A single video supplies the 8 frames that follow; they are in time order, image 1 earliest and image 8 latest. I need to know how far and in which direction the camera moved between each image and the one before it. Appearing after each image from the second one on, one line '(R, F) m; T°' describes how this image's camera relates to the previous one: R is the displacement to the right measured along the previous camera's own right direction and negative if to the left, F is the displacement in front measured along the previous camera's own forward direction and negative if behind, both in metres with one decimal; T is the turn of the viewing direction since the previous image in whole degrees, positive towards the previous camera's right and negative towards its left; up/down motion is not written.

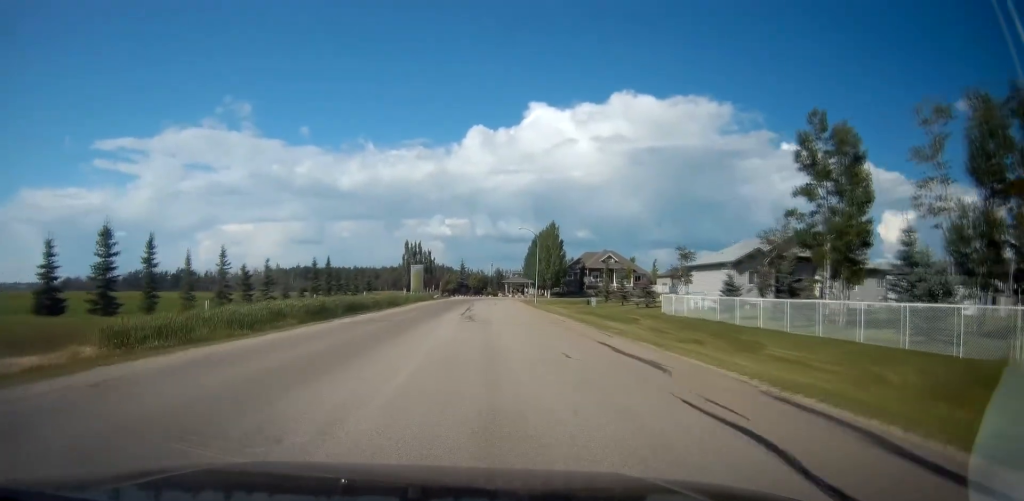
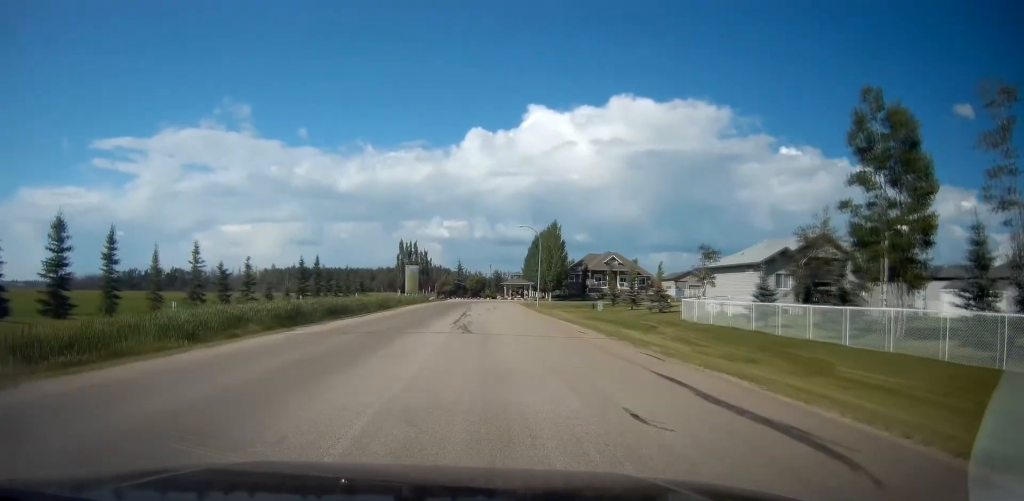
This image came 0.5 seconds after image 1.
(0.0, +5.1) m; 0°
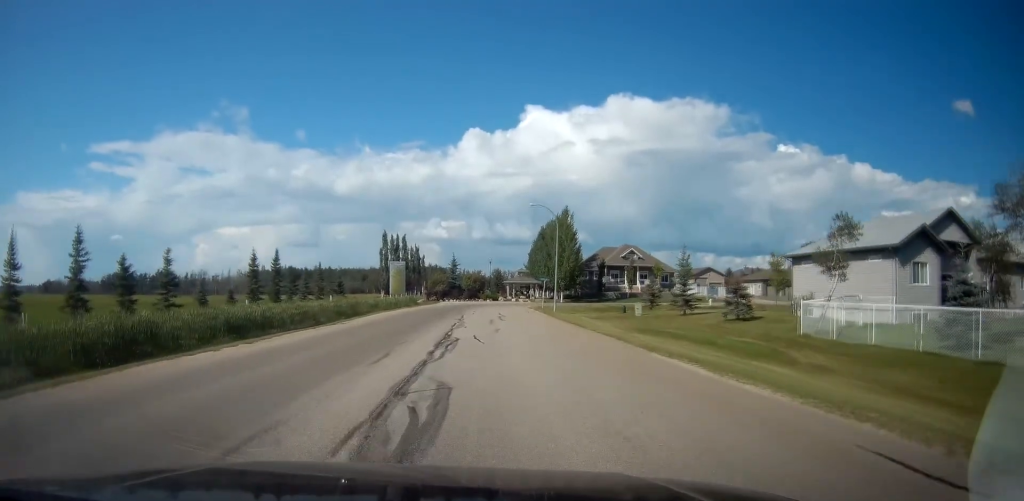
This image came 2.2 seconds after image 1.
(0.0, +16.7) m; 0°
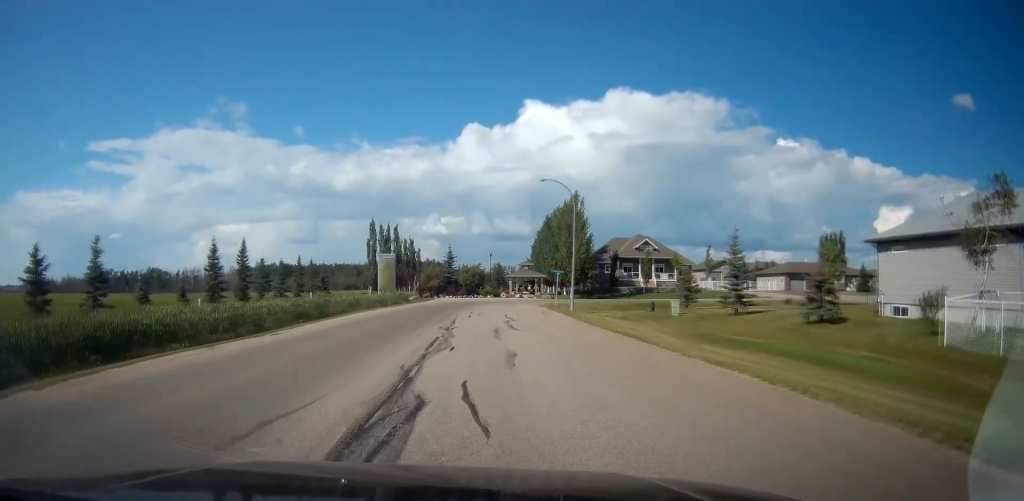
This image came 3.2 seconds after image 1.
(0.0, +9.7) m; 0°
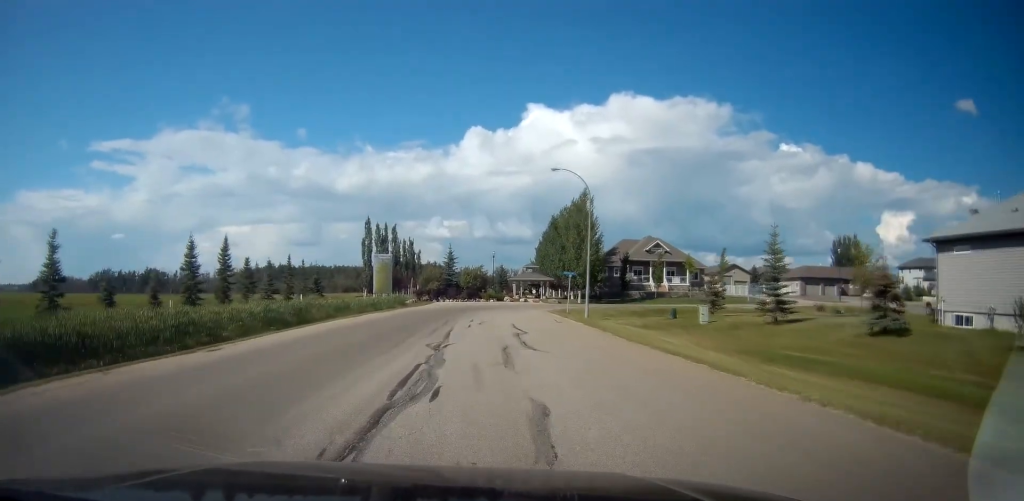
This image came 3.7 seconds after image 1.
(0.0, +4.9) m; 0°
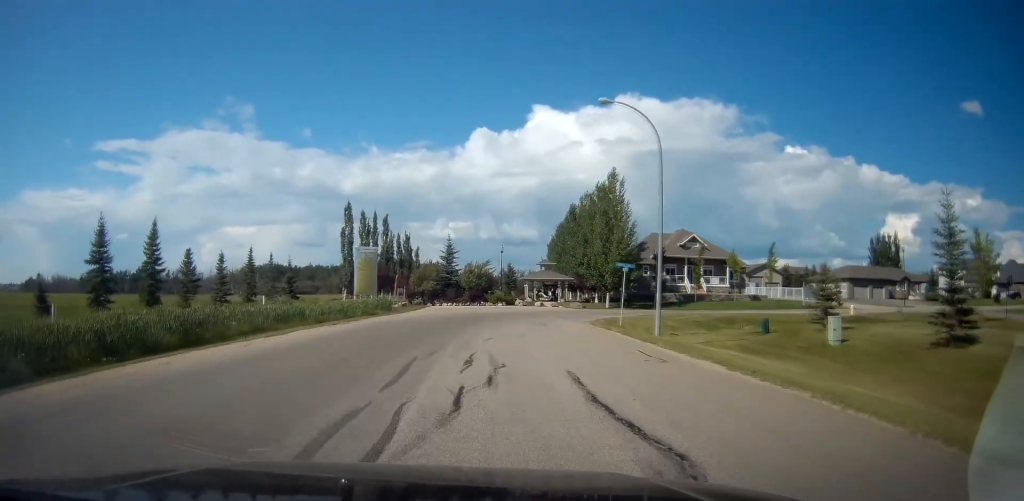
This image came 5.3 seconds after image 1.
(0.0, +13.9) m; 0°
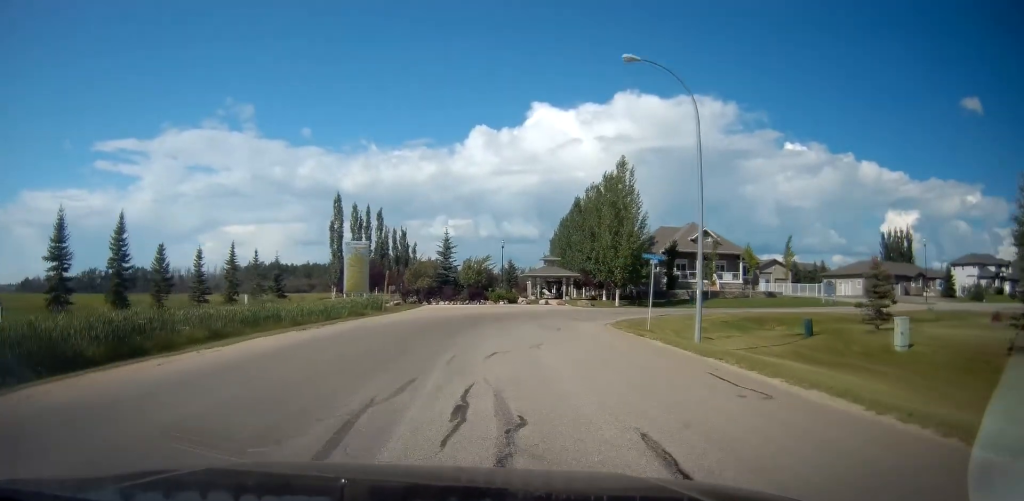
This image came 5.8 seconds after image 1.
(0.0, +4.4) m; 0°
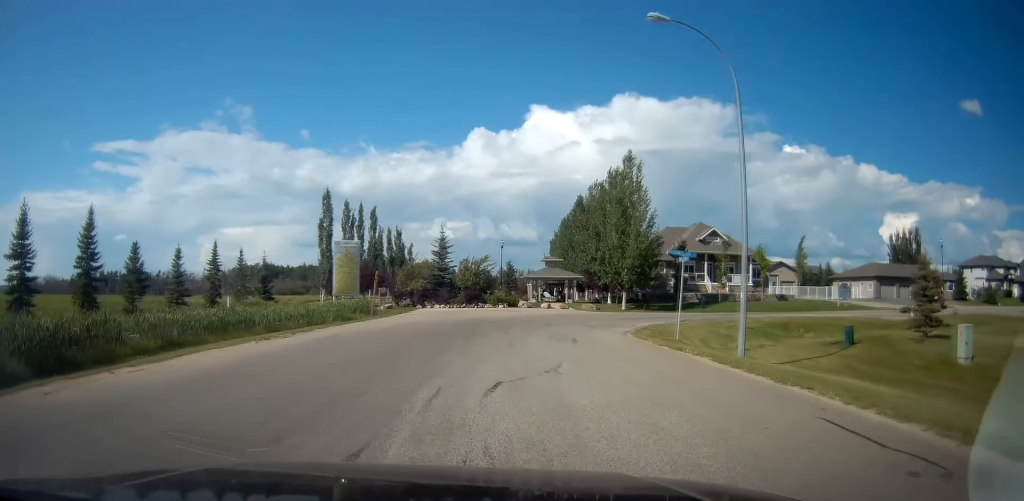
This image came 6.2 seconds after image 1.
(0.0, +3.5) m; 0°
